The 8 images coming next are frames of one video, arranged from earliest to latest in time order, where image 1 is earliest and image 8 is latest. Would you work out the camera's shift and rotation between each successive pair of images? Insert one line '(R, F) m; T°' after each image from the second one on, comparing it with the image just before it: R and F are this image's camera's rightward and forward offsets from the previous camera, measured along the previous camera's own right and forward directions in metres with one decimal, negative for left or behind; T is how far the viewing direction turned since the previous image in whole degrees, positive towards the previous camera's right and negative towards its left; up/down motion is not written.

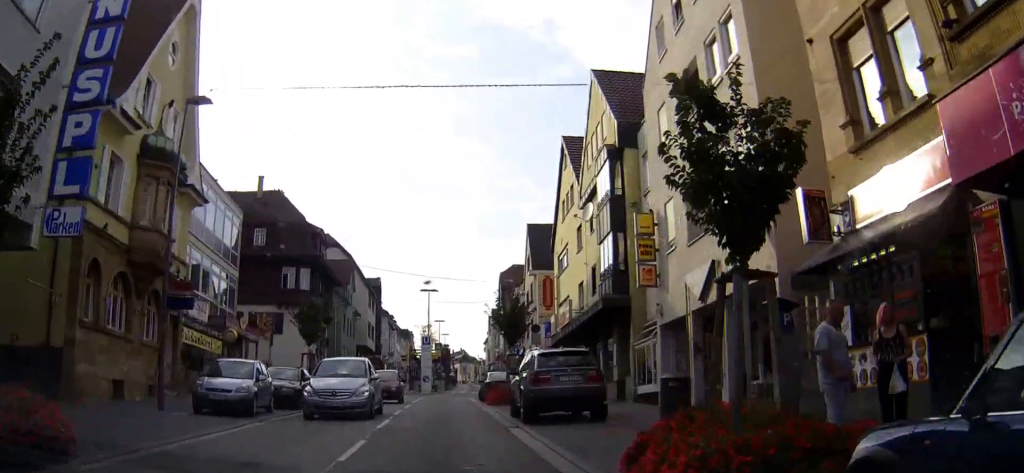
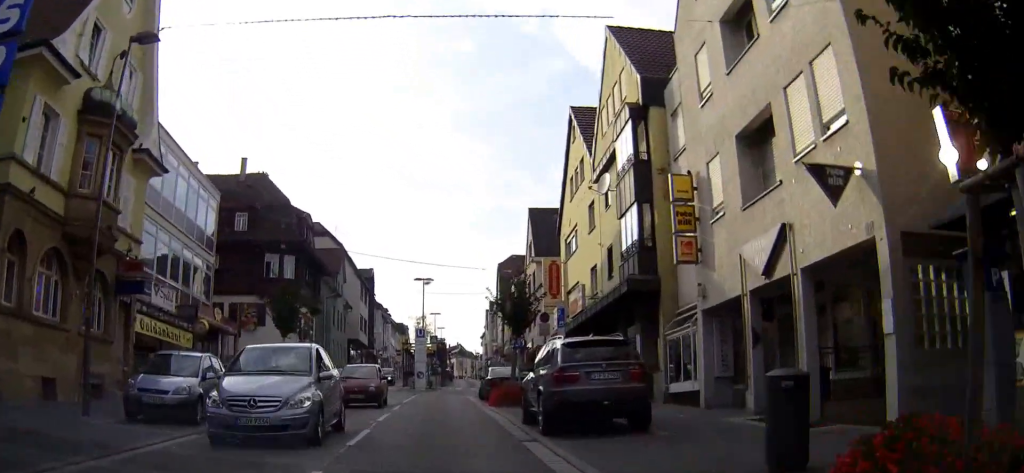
(-0.1, +4.2) m; 0°
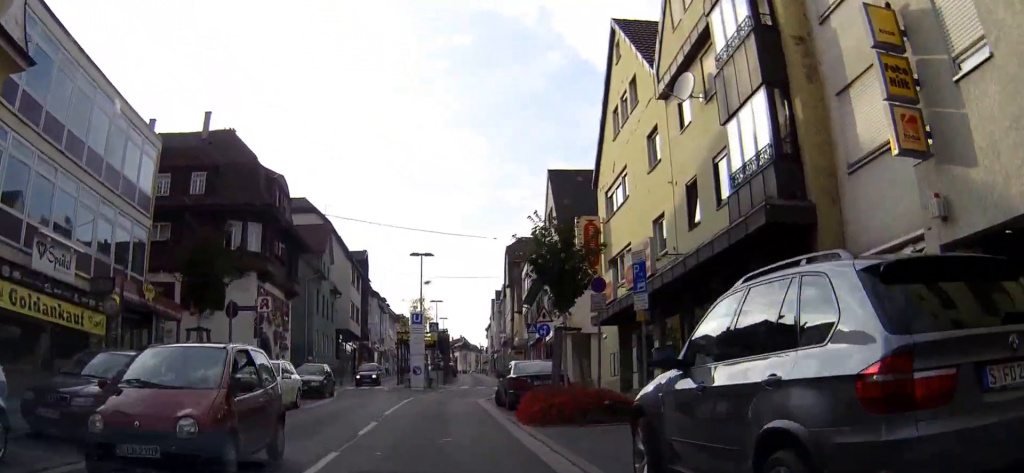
(+0.1, +10.1) m; 0°
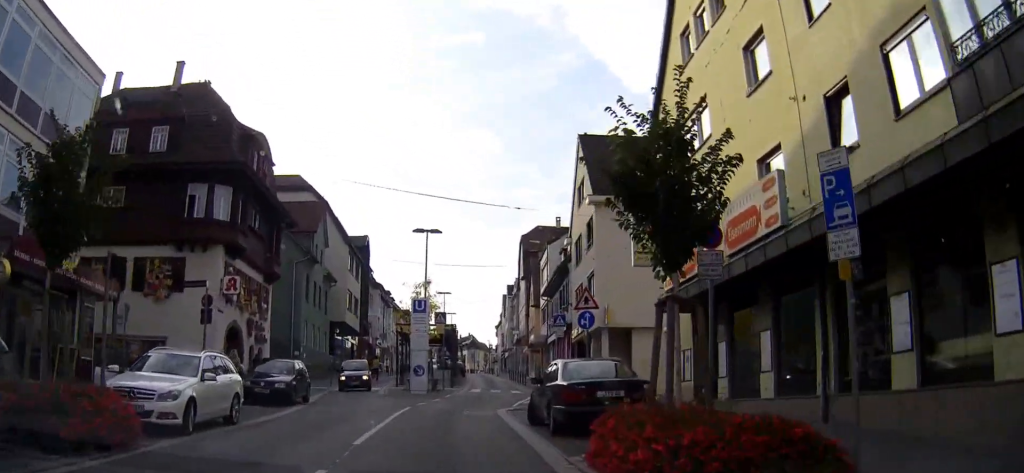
(0.0, +7.9) m; +1°
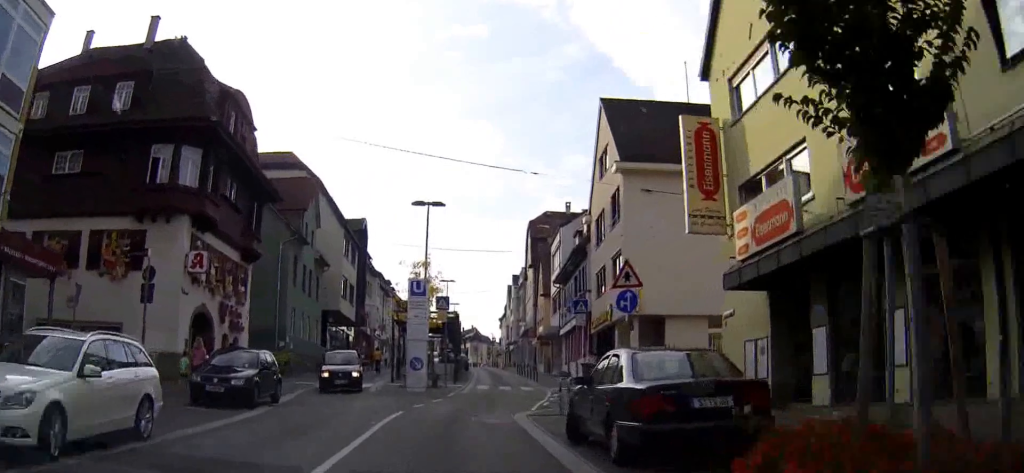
(+0.1, +5.1) m; 0°
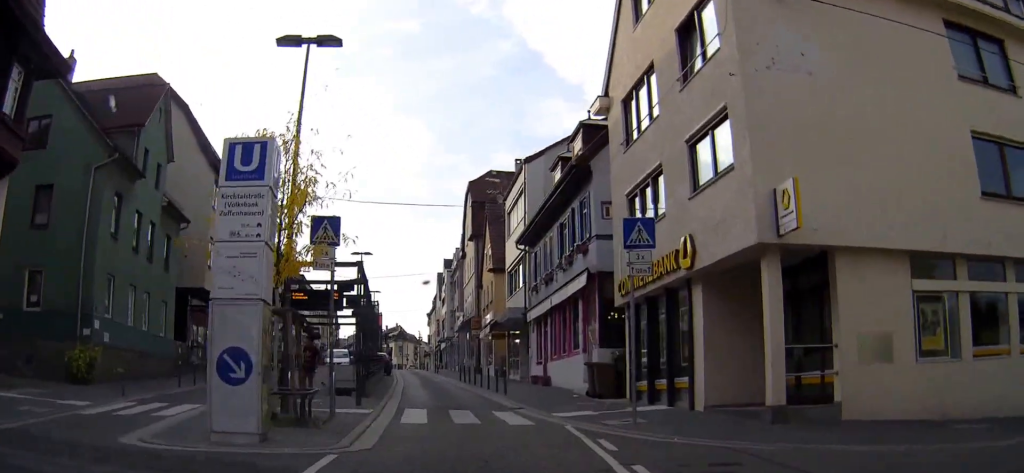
(0.0, +18.7) m; +6°
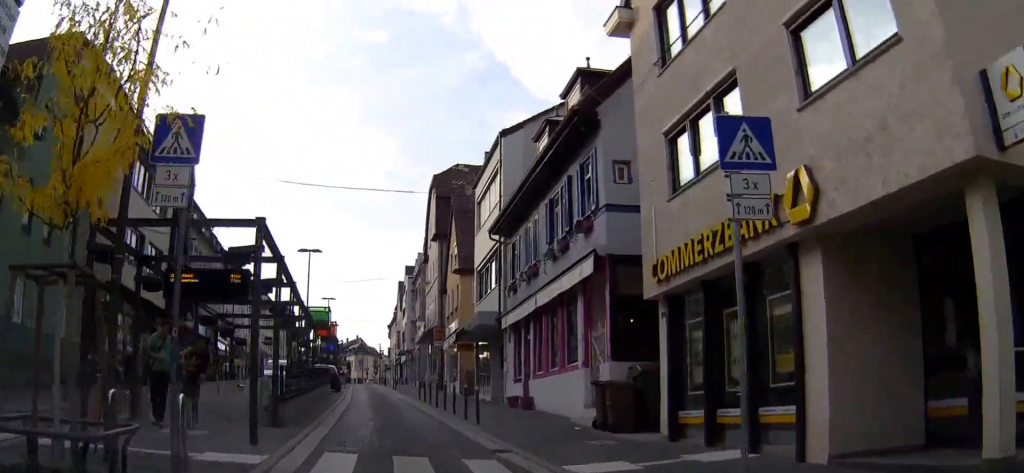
(+0.6, +7.1) m; +3°
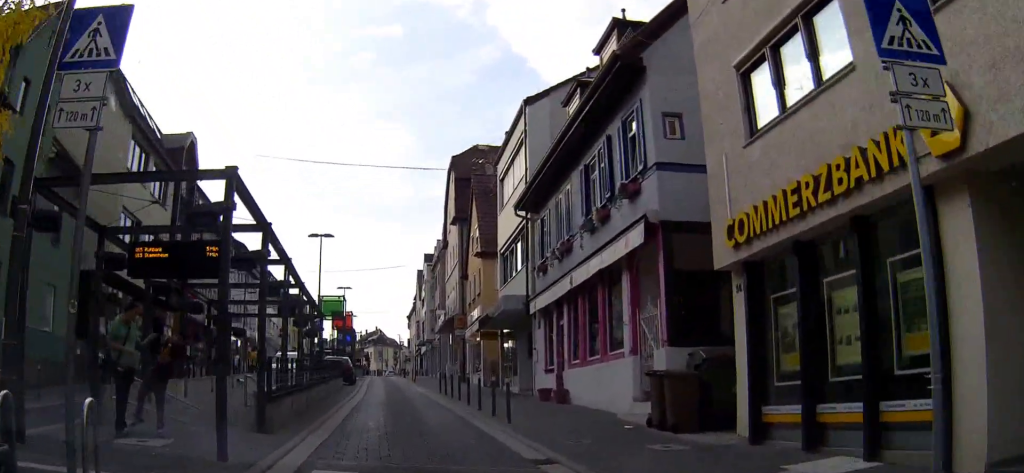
(0.0, +2.7) m; -1°
